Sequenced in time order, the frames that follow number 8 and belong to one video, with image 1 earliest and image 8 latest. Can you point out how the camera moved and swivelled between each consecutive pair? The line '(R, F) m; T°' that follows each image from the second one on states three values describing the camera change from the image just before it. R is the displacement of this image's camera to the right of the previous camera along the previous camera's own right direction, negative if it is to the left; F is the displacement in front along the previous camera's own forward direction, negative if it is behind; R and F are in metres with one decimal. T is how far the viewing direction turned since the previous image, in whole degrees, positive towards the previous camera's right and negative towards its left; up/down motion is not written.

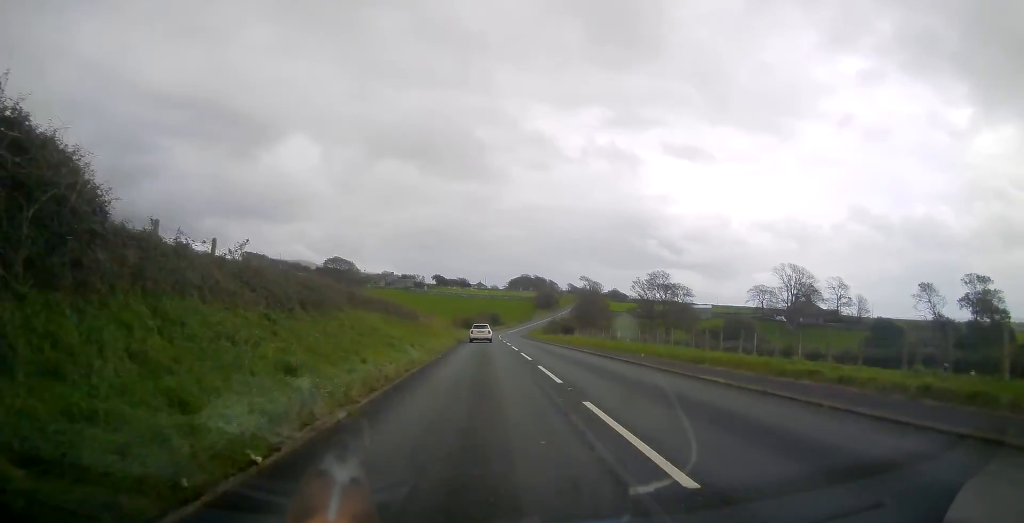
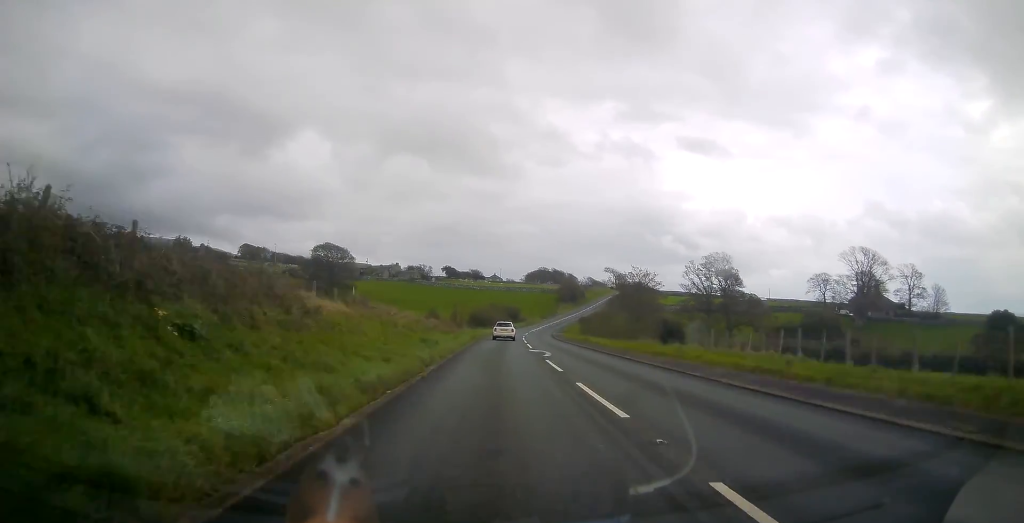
(-0.9, +32.3) m; -2°
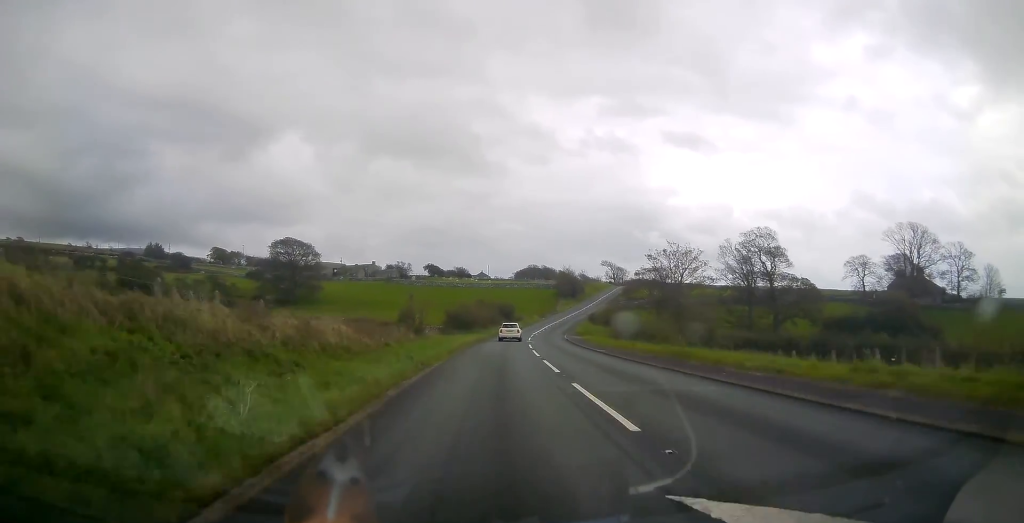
(0.0, +26.7) m; 0°
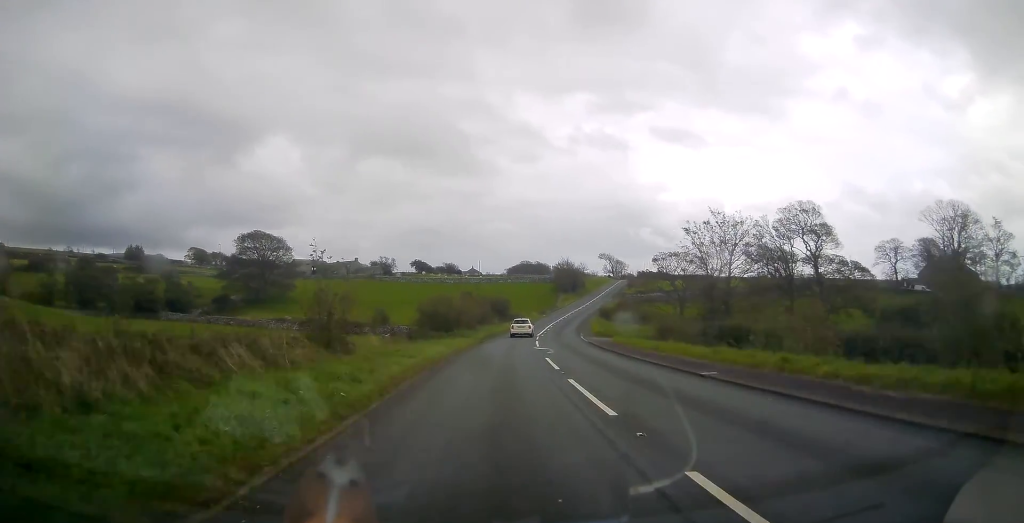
(+0.1, +17.5) m; +1°
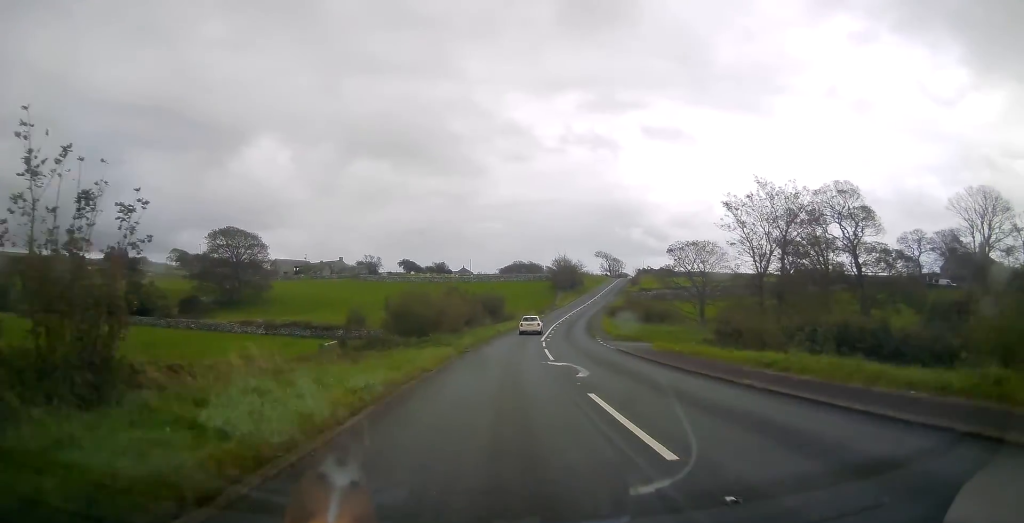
(0.0, +11.8) m; +1°
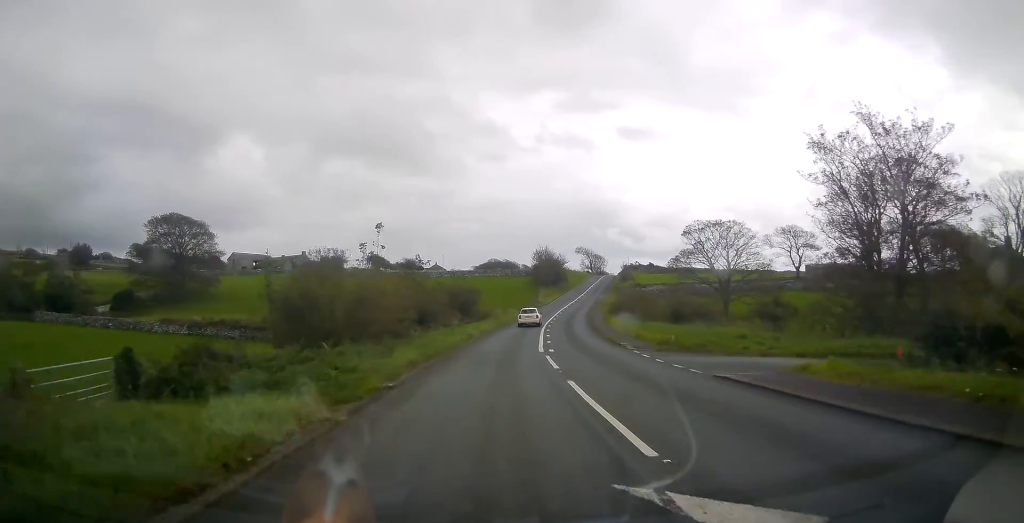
(+0.1, +16.1) m; +1°
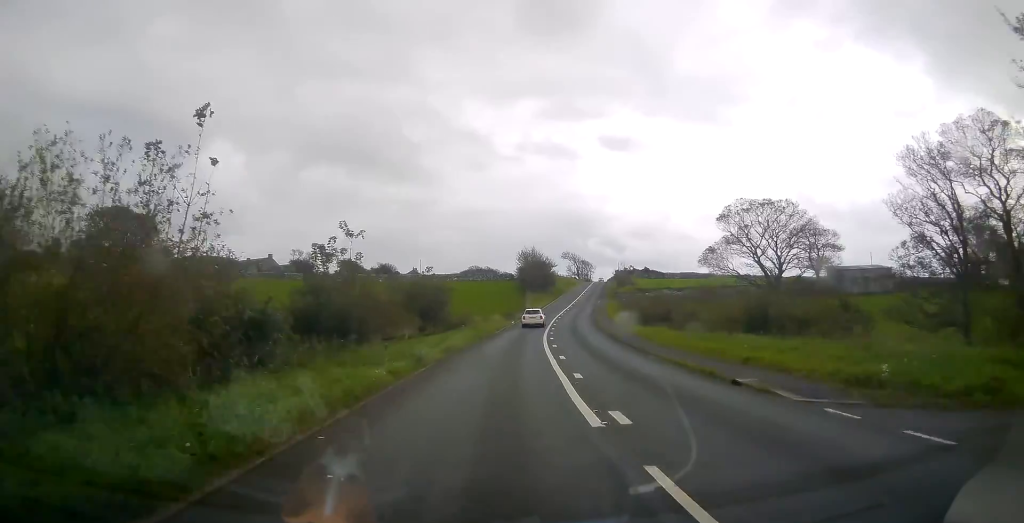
(+0.3, +15.3) m; +2°
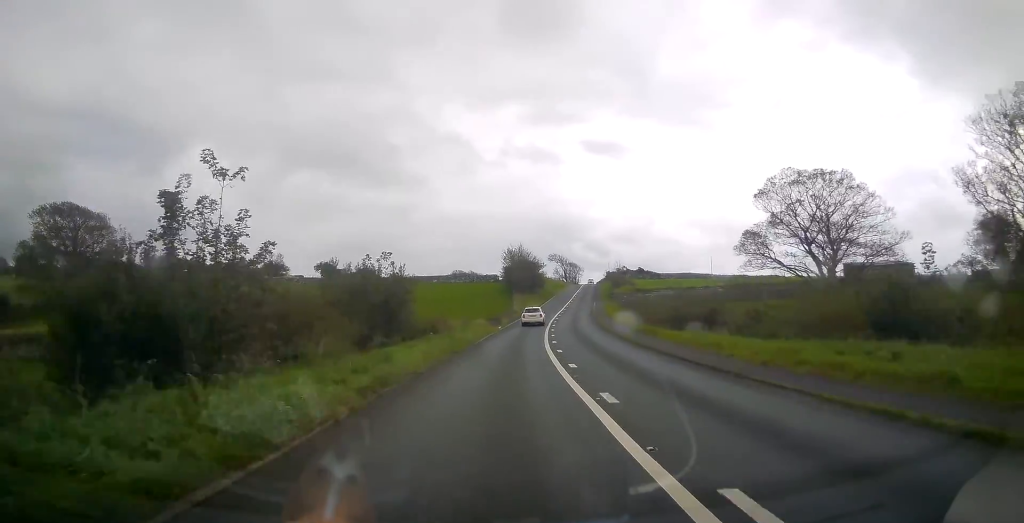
(+0.1, +10.4) m; +1°
